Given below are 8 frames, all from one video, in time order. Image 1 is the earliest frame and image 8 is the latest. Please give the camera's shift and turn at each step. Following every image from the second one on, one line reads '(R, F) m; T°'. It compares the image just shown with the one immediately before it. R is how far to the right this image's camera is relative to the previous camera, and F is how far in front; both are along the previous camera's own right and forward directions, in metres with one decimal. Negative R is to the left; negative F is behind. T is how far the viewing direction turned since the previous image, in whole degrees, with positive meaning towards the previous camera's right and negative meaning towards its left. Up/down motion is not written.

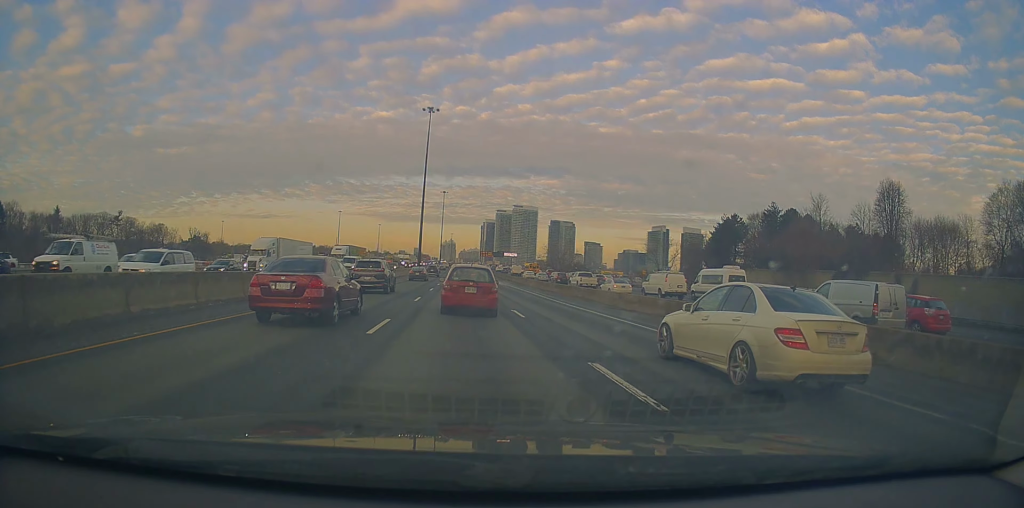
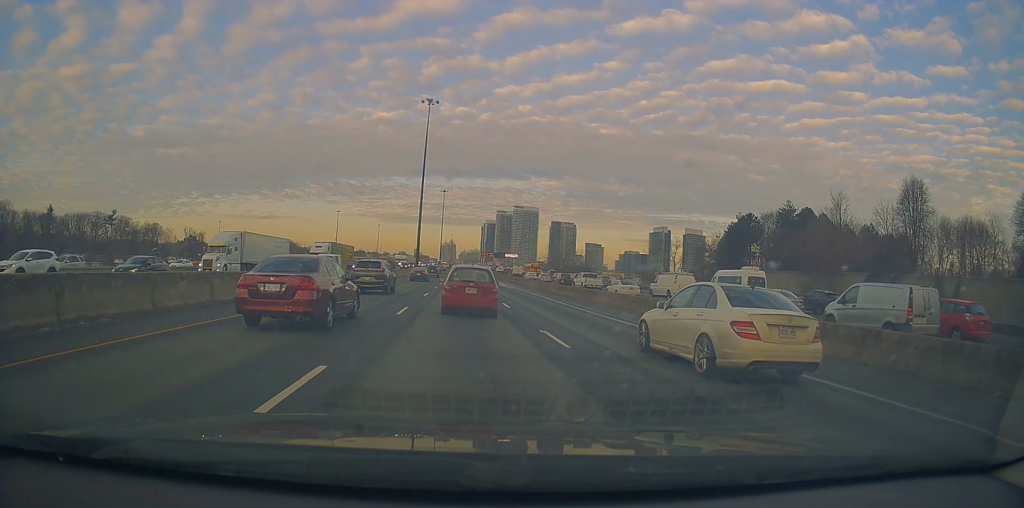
(0.0, +6.9) m; -1°
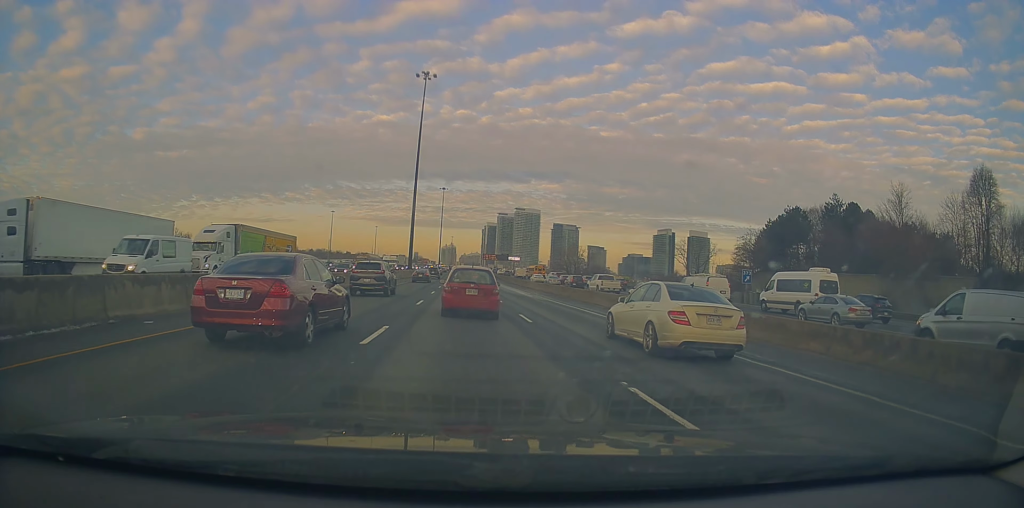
(-0.5, +17.6) m; -3°
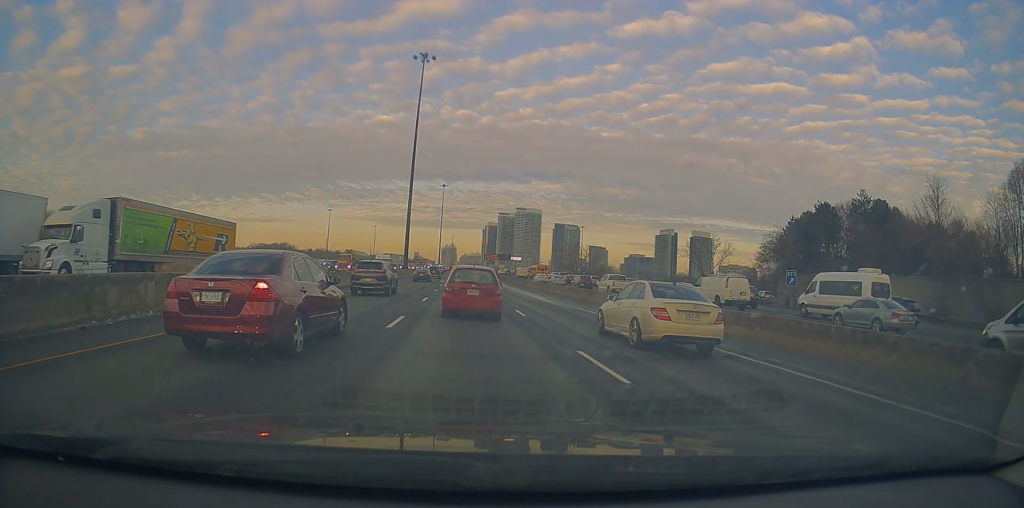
(0.0, +8.8) m; 0°
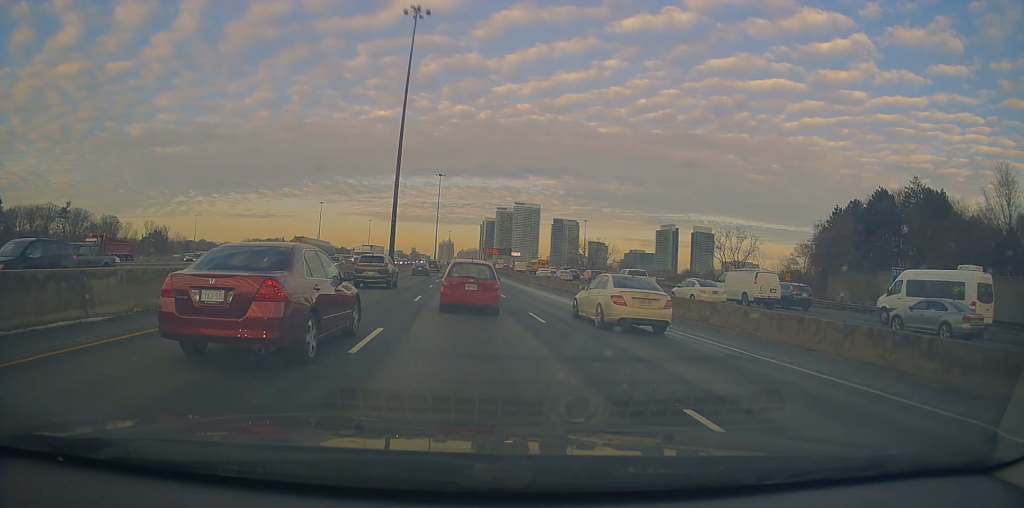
(0.0, +15.9) m; 0°
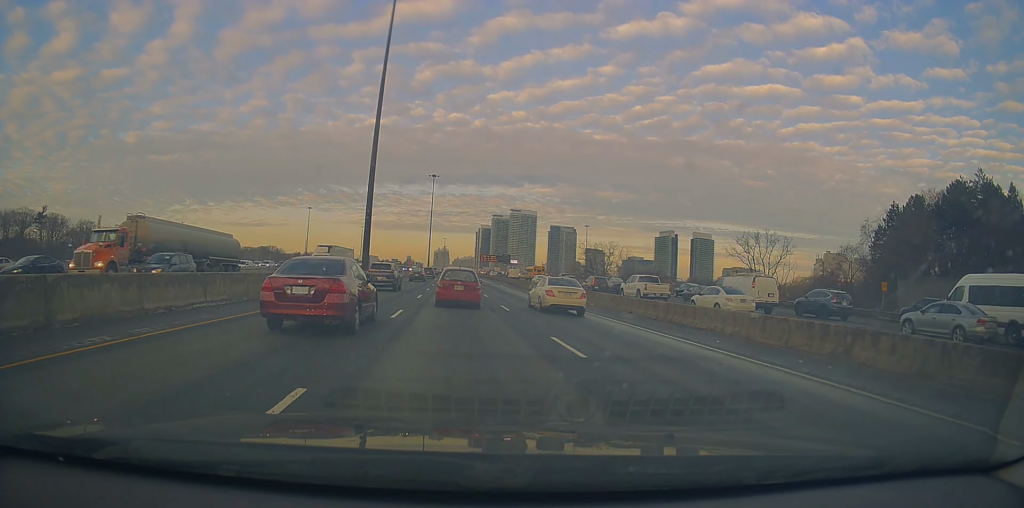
(+0.1, +18.3) m; +2°
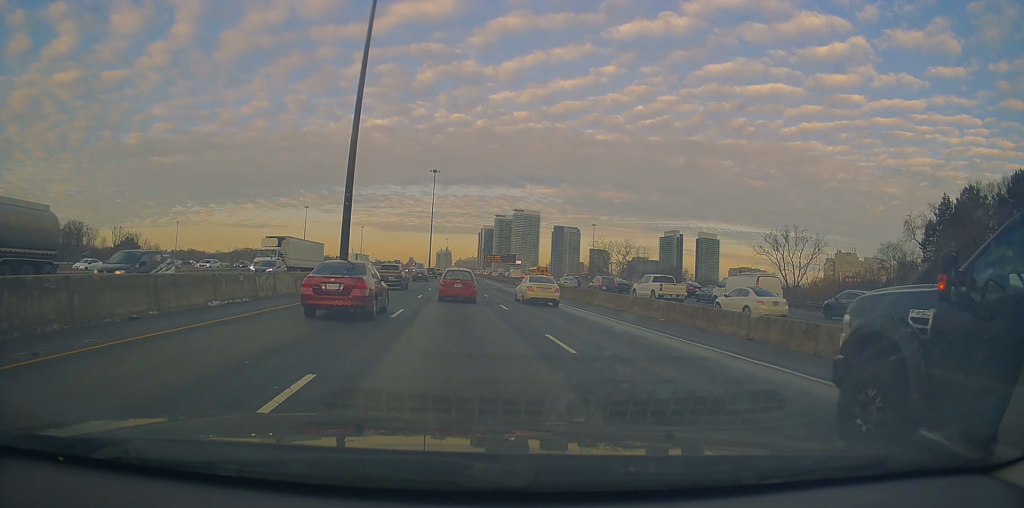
(+0.3, +11.3) m; 0°
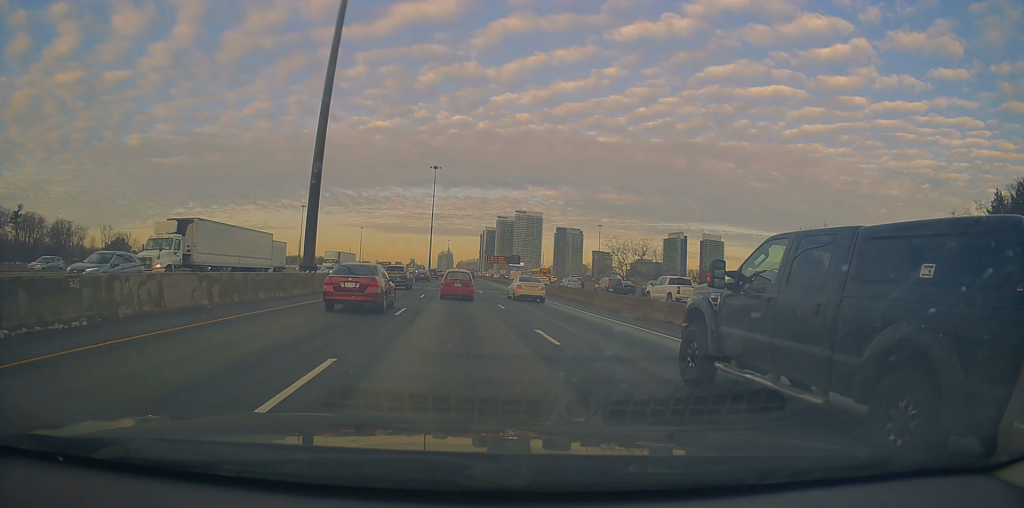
(-0.4, +10.1) m; 0°
